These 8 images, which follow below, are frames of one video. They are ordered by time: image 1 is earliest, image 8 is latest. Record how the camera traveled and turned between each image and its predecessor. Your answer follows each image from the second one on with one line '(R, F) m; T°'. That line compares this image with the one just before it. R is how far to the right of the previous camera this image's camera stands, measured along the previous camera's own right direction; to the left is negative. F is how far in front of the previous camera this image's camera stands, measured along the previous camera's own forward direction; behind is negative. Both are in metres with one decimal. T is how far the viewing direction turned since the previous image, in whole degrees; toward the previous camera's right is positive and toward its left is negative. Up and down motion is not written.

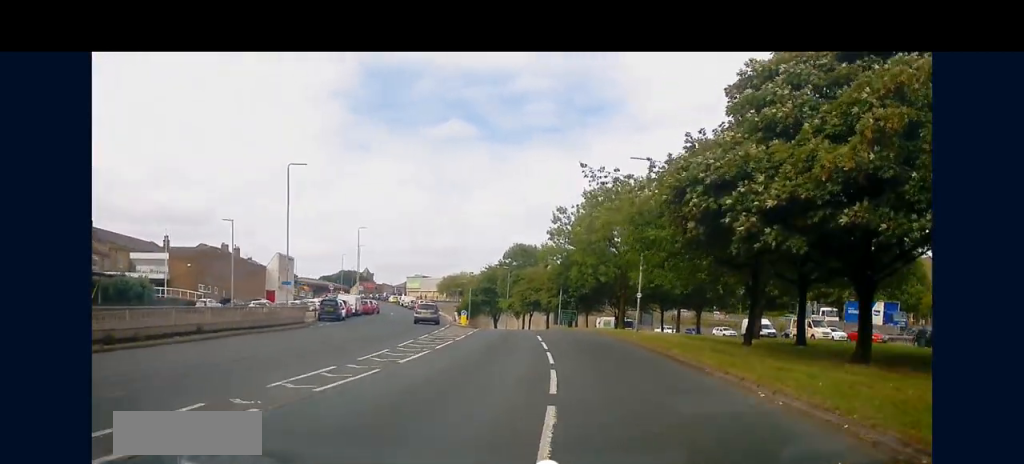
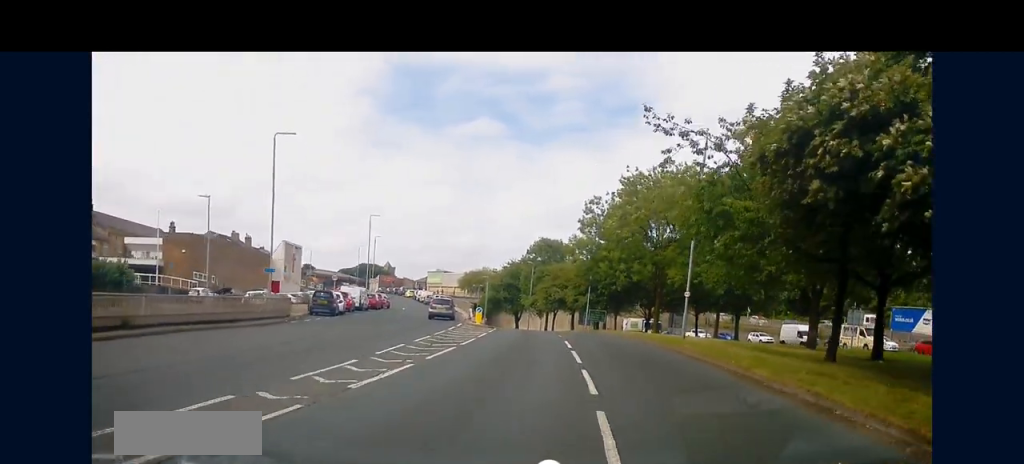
(-0.3, +6.1) m; -1°
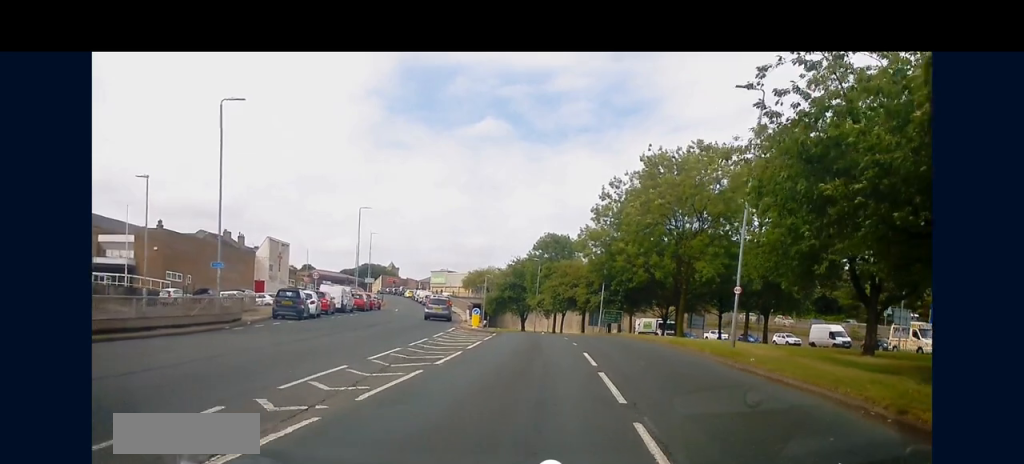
(-0.1, +6.6) m; -1°
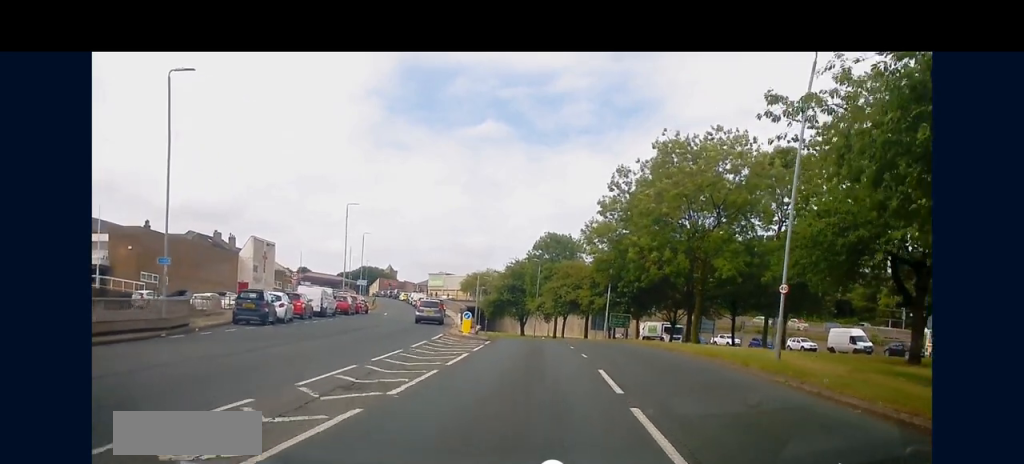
(+0.1, +4.6) m; -1°
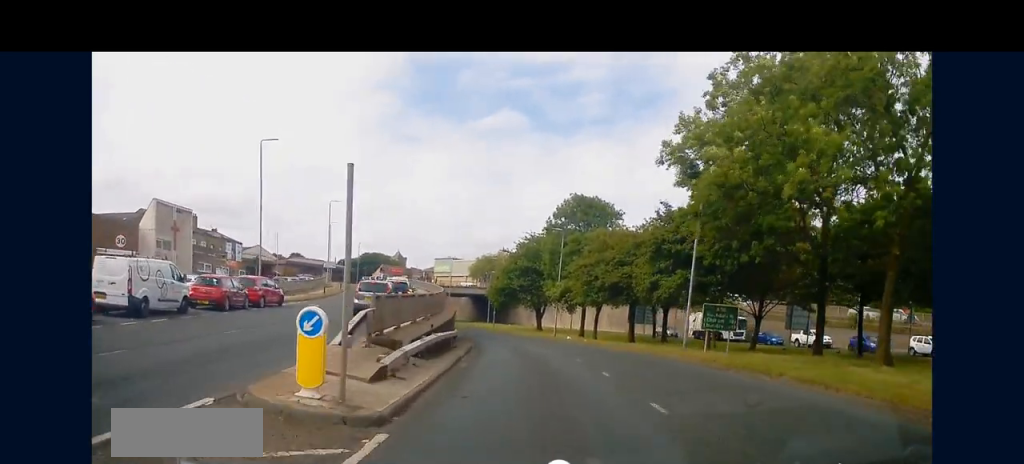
(-0.2, +22.5) m; -2°
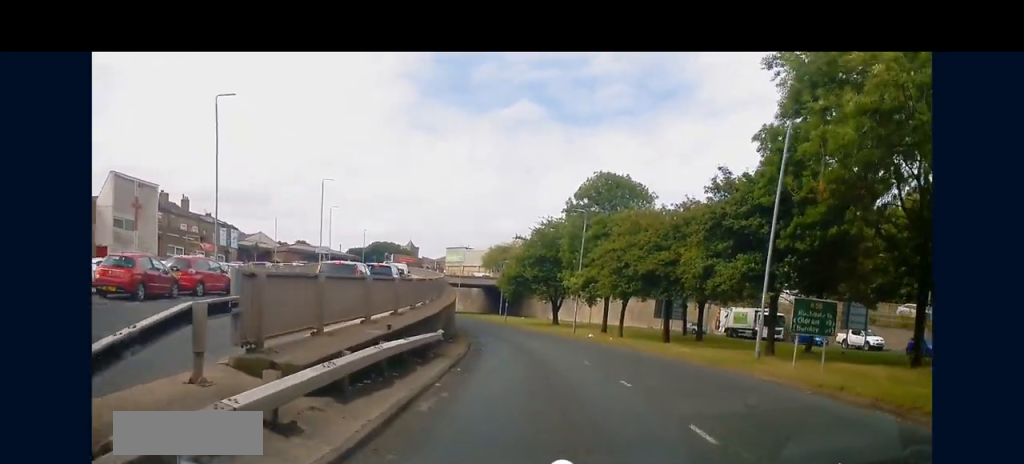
(-0.1, +7.8) m; -2°
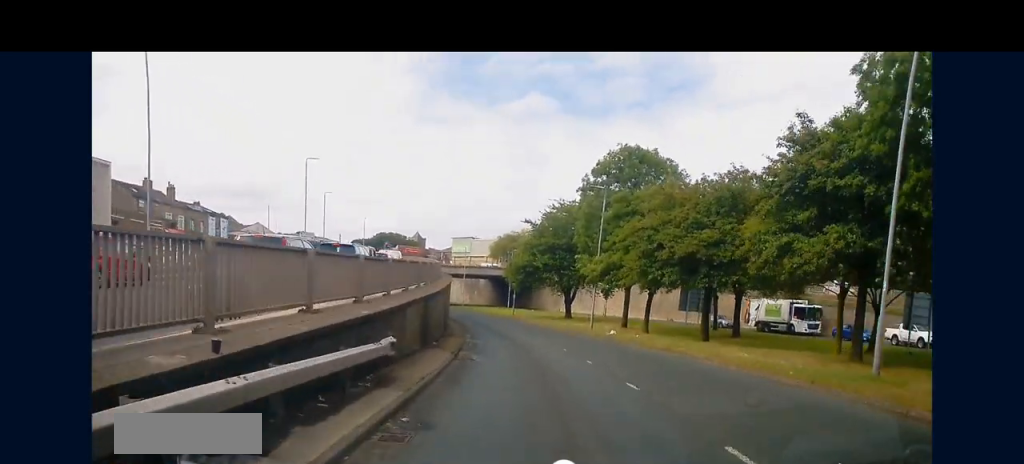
(-0.3, +7.2) m; -2°
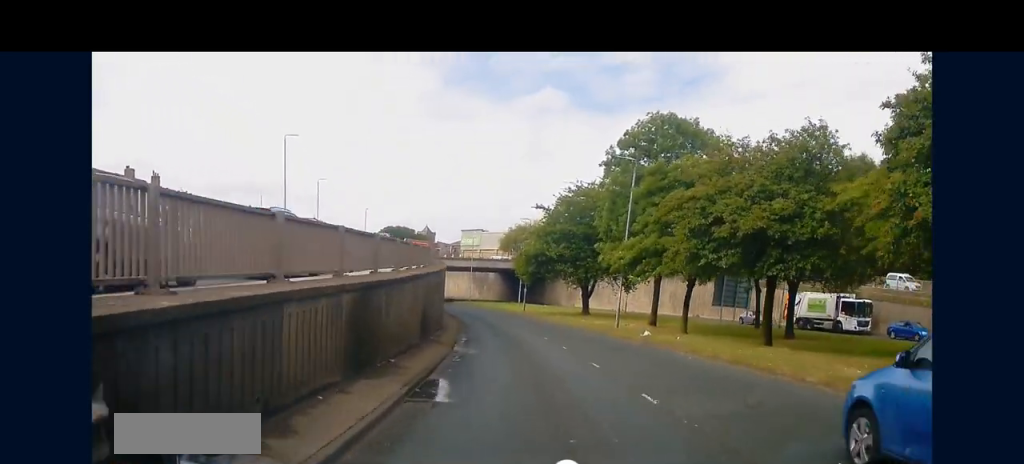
(+0.2, +7.5) m; 0°
